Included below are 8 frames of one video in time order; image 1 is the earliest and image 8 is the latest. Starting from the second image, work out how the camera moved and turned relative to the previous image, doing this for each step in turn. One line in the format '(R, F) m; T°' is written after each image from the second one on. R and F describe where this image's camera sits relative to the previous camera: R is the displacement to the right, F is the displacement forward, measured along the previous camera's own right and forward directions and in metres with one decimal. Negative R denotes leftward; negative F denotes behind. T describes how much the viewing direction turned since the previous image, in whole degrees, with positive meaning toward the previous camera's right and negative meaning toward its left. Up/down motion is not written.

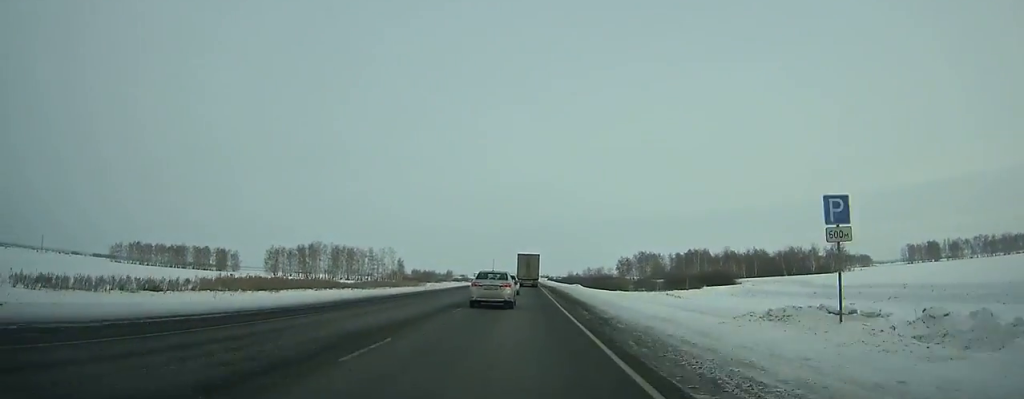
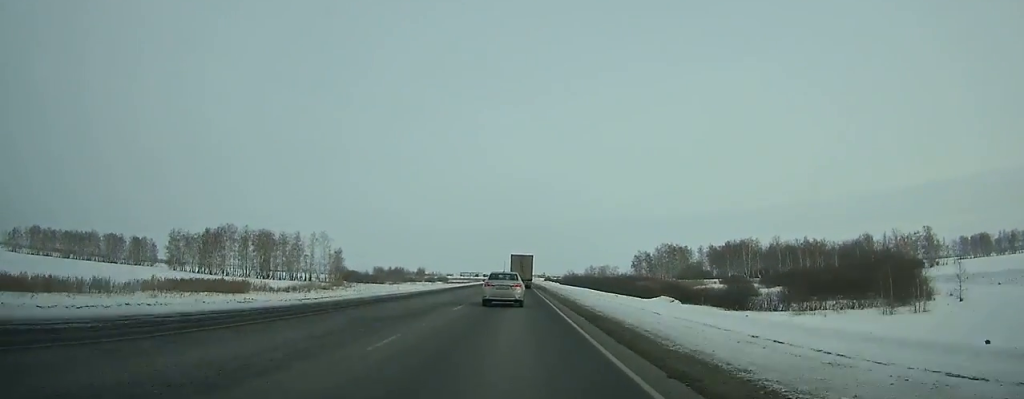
(+0.1, +82.5) m; 0°
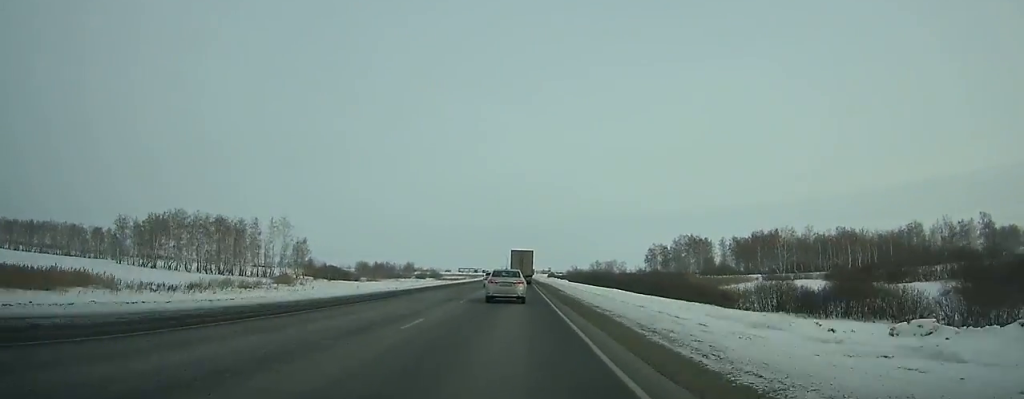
(0.0, +33.1) m; 0°
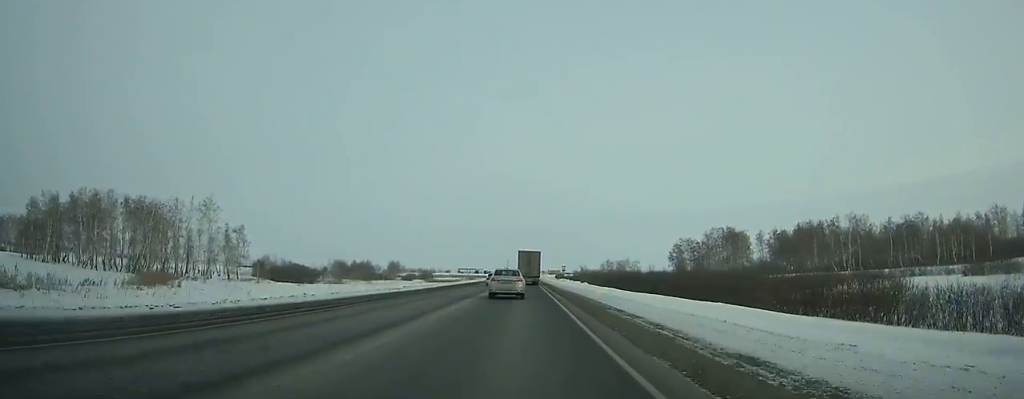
(-0.1, +41.8) m; 0°
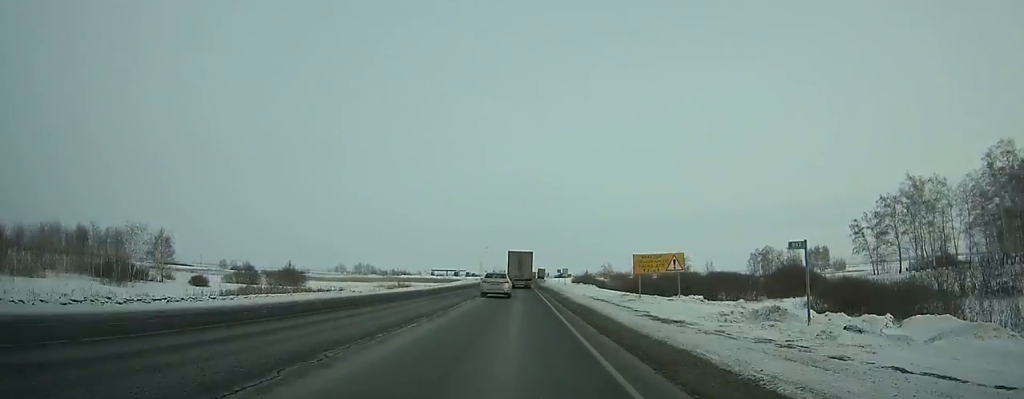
(-0.6, +150.5) m; 0°
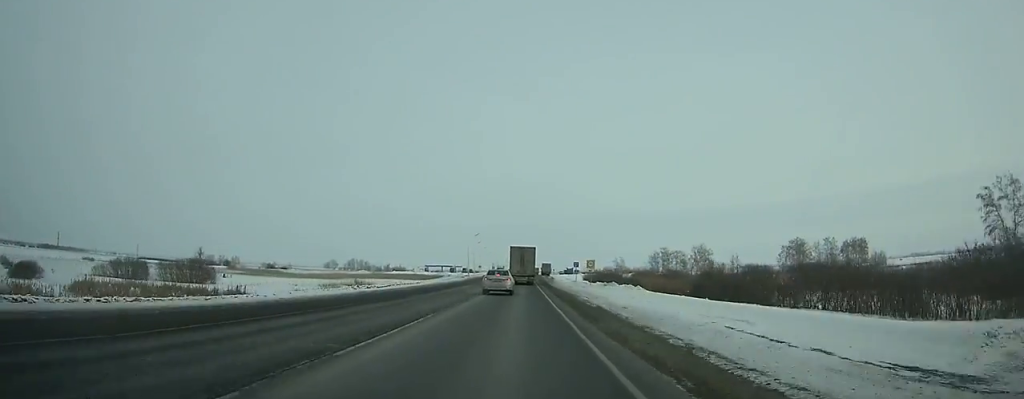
(-0.1, +35.6) m; 0°
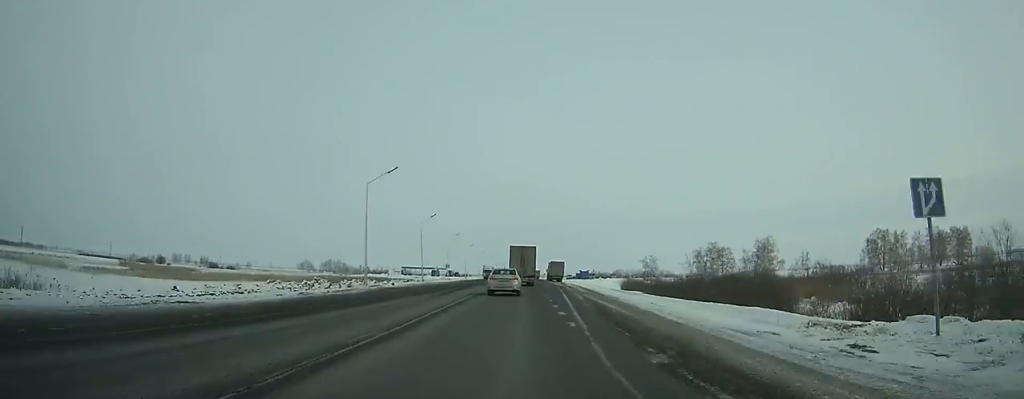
(+0.4, +68.8) m; +1°
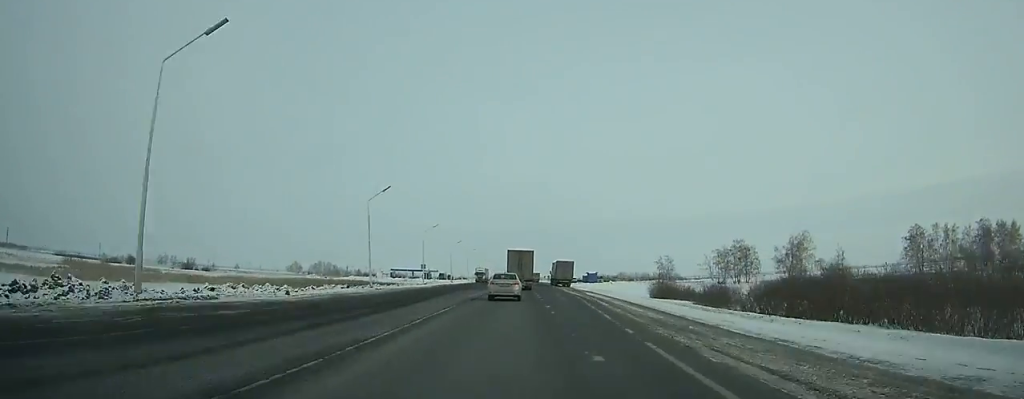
(+0.1, +25.5) m; 0°
